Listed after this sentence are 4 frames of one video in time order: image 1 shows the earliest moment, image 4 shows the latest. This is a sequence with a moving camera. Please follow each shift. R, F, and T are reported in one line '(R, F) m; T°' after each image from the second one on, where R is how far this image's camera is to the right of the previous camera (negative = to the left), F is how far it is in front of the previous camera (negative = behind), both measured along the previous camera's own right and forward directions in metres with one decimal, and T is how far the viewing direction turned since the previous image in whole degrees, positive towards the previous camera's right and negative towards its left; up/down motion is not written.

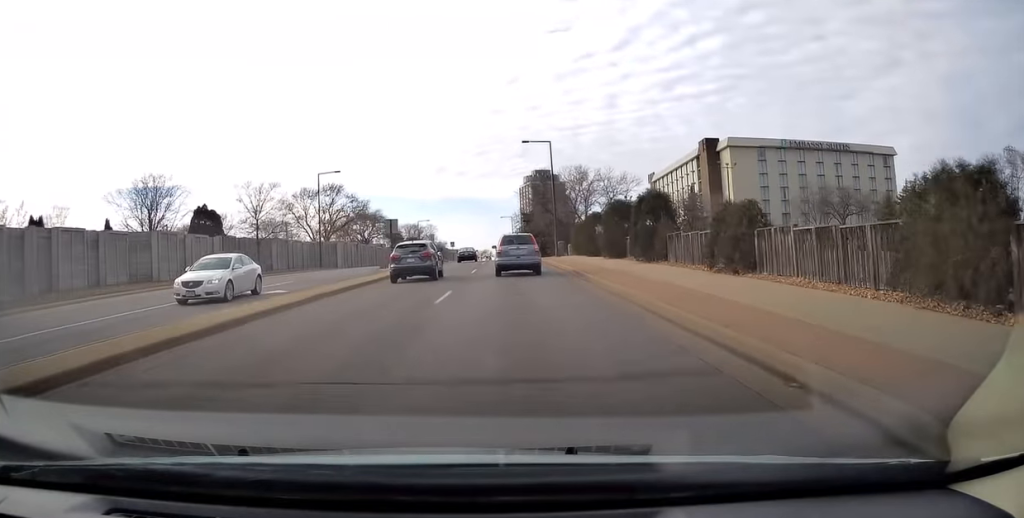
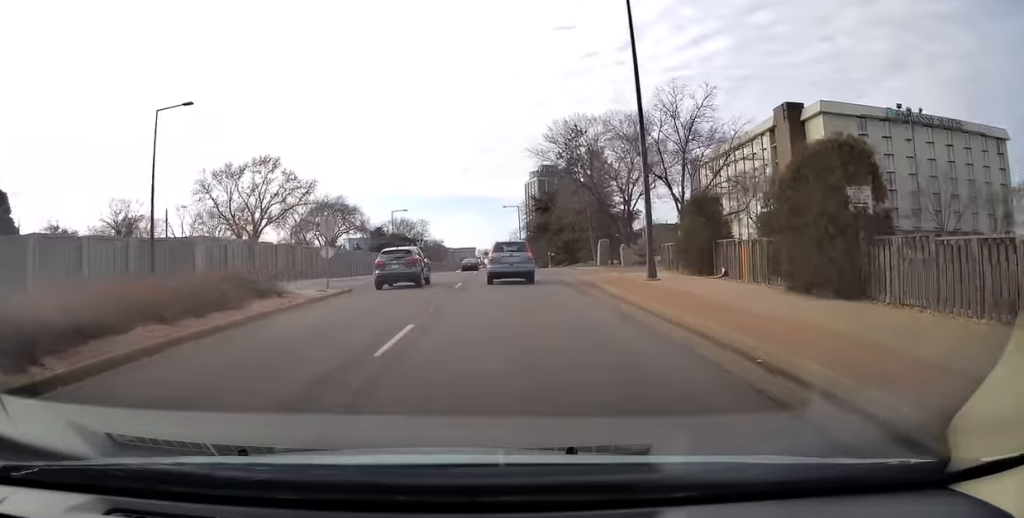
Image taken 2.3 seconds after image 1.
(0.0, +36.5) m; 0°
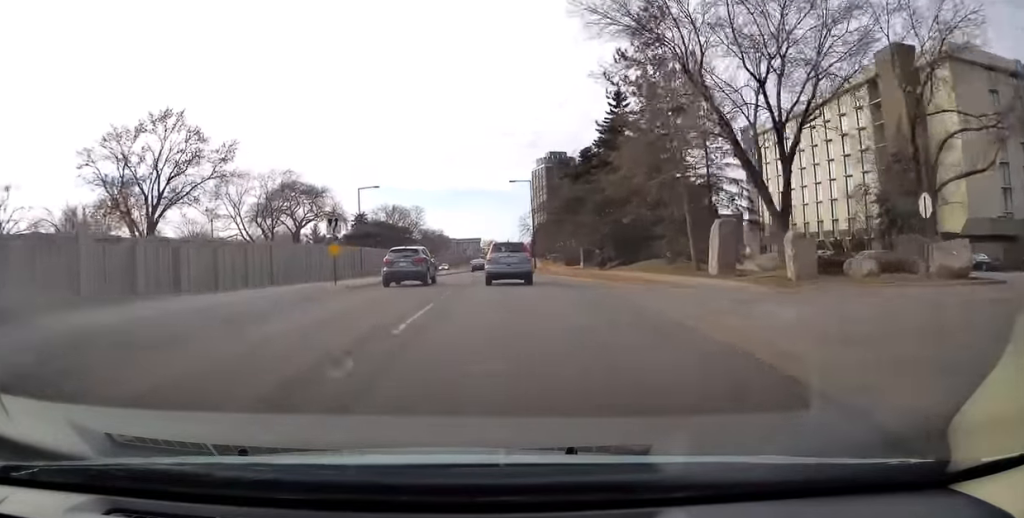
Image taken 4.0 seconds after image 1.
(-0.3, +27.6) m; -2°
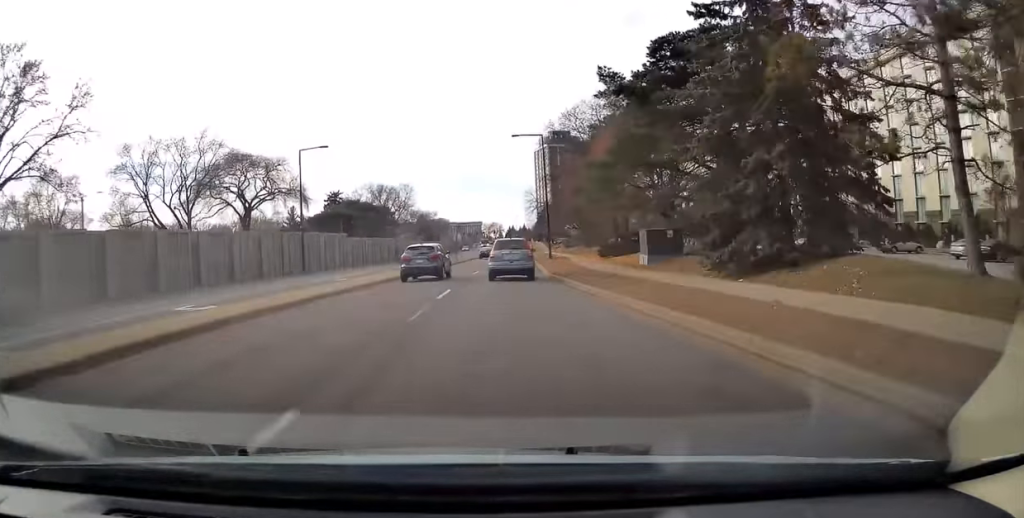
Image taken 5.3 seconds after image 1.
(0.0, +23.1) m; +1°
